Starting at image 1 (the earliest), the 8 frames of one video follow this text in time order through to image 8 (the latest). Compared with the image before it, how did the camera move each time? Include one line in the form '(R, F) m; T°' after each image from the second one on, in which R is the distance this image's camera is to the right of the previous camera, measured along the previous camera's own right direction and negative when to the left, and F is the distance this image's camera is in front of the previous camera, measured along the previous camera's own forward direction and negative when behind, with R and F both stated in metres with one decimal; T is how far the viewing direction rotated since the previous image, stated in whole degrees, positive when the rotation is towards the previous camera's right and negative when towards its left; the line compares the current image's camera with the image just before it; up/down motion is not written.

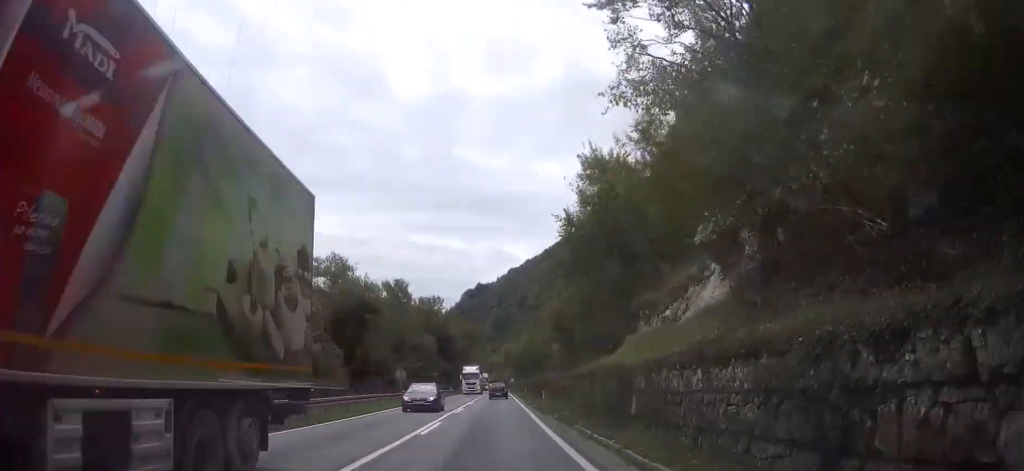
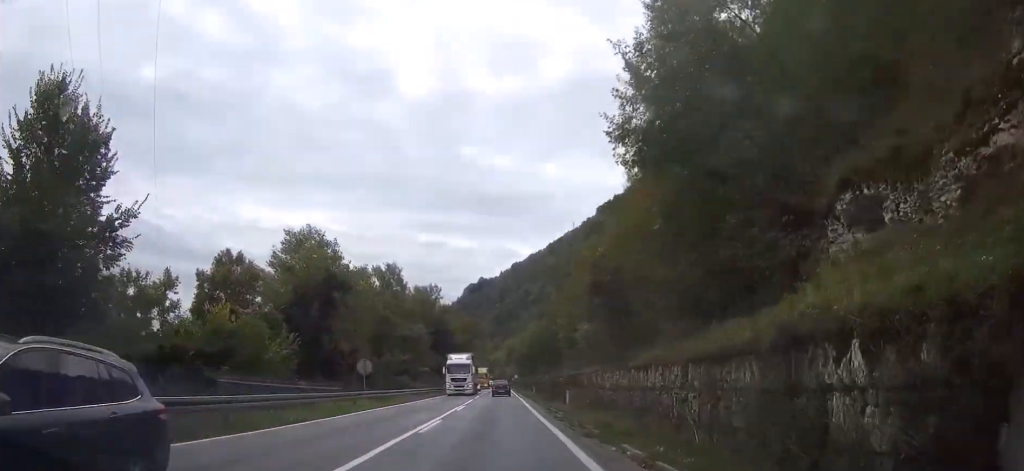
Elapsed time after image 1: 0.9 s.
(-0.1, +14.1) m; 0°
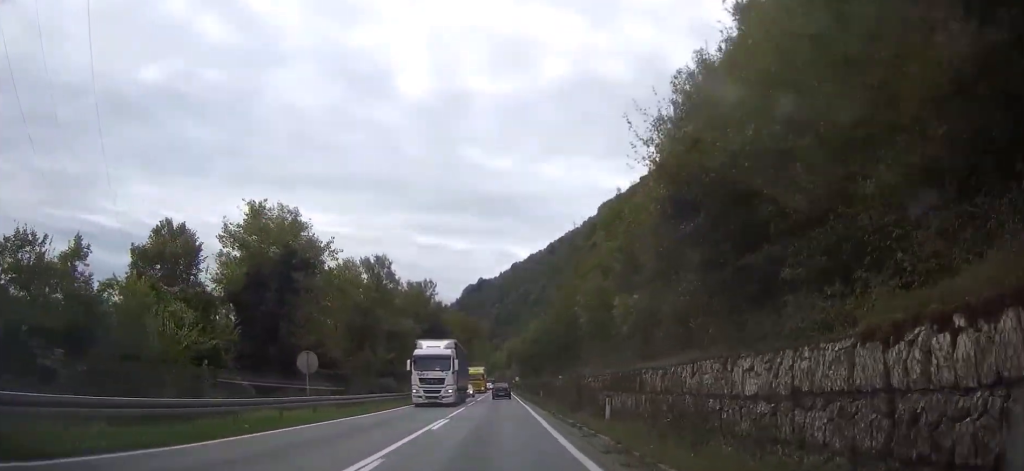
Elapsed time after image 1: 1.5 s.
(+0.1, +11.0) m; 0°
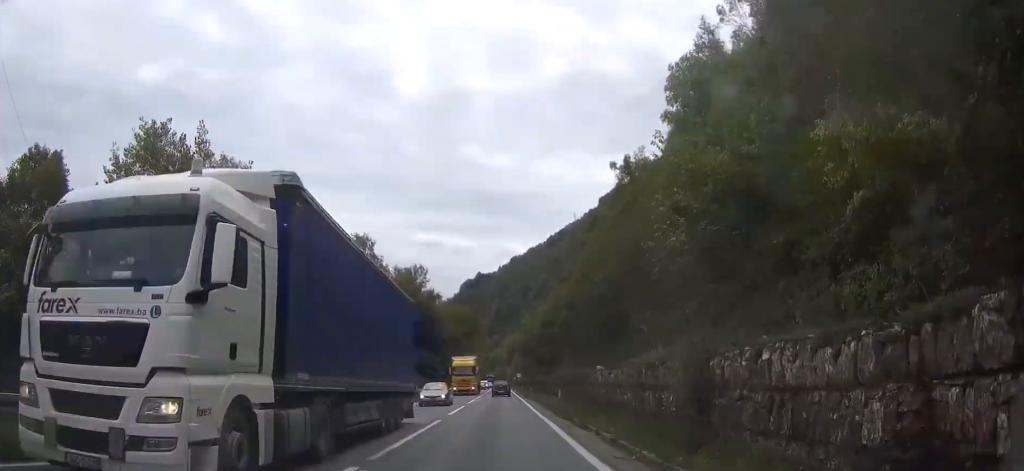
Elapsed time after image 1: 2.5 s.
(-0.1, +15.4) m; 0°
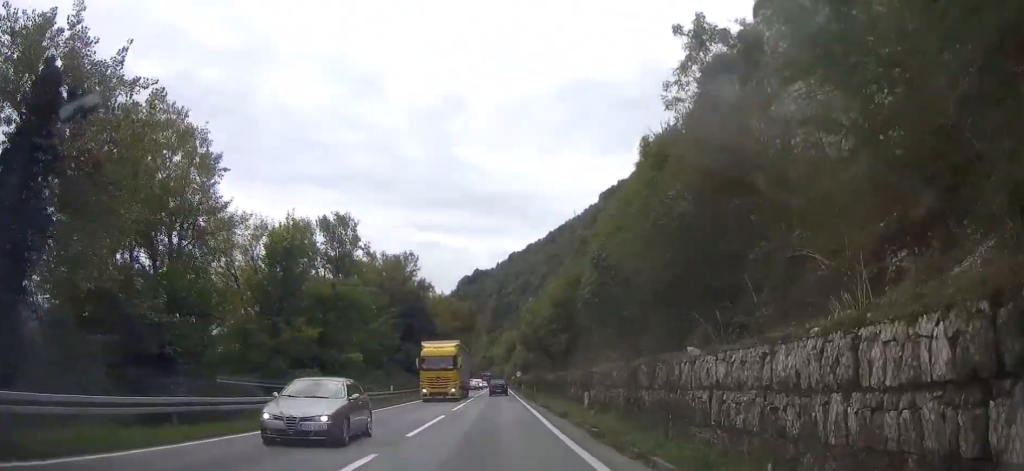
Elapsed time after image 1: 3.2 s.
(0.0, +11.6) m; 0°
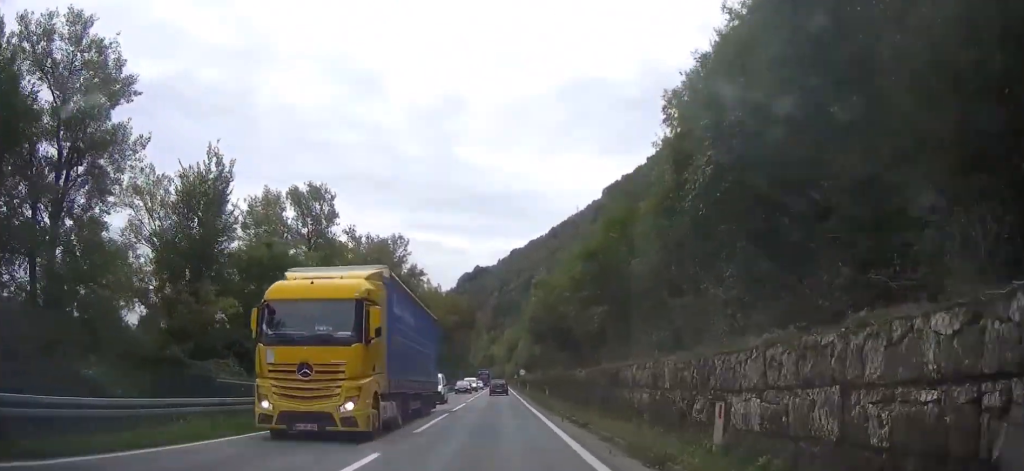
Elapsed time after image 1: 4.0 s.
(+0.1, +13.8) m; 0°
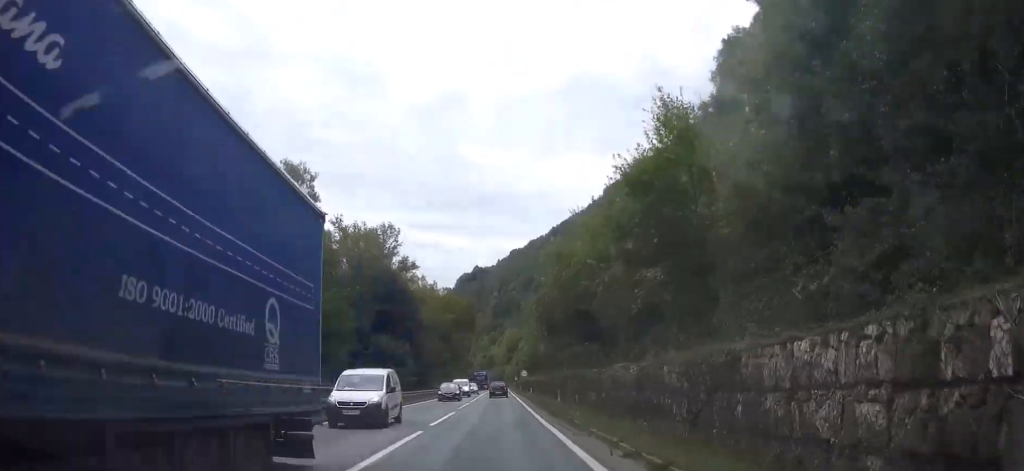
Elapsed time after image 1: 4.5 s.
(-0.1, +8.9) m; 0°
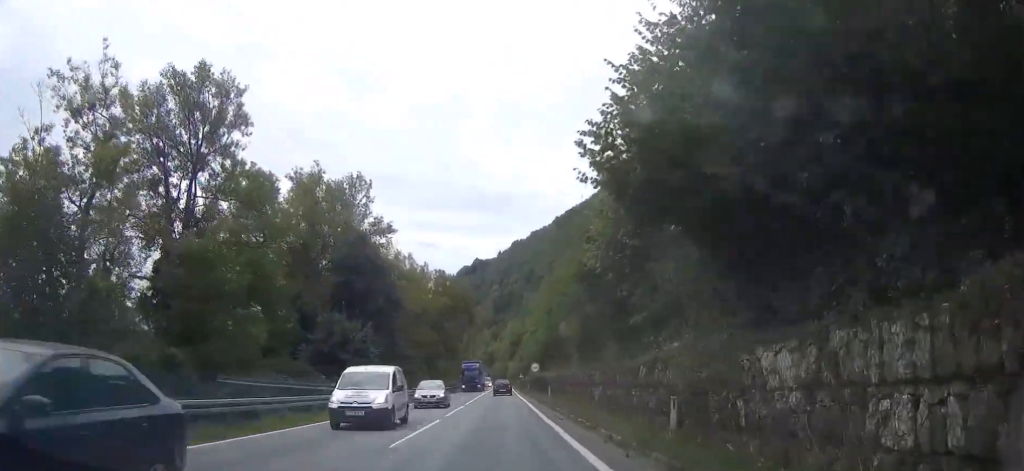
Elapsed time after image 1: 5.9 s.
(0.0, +22.2) m; 0°
